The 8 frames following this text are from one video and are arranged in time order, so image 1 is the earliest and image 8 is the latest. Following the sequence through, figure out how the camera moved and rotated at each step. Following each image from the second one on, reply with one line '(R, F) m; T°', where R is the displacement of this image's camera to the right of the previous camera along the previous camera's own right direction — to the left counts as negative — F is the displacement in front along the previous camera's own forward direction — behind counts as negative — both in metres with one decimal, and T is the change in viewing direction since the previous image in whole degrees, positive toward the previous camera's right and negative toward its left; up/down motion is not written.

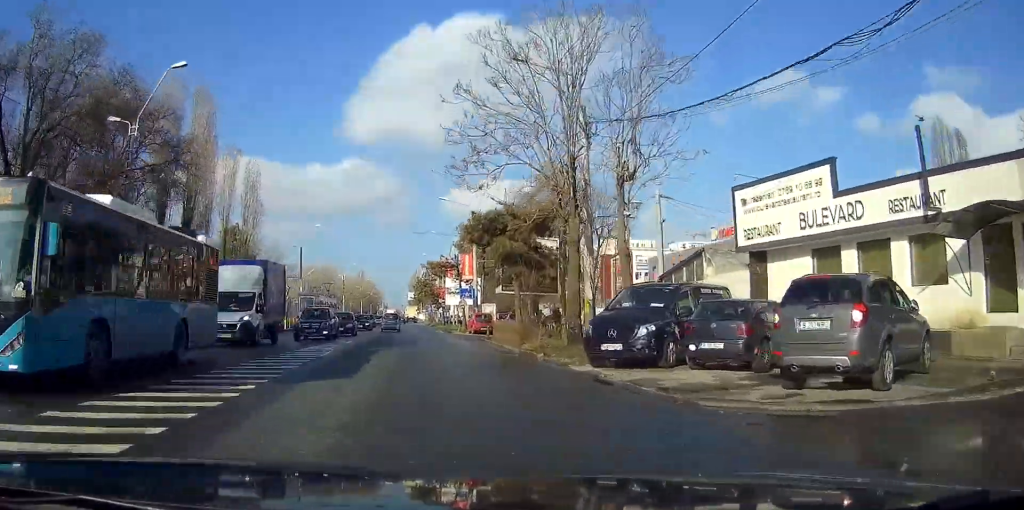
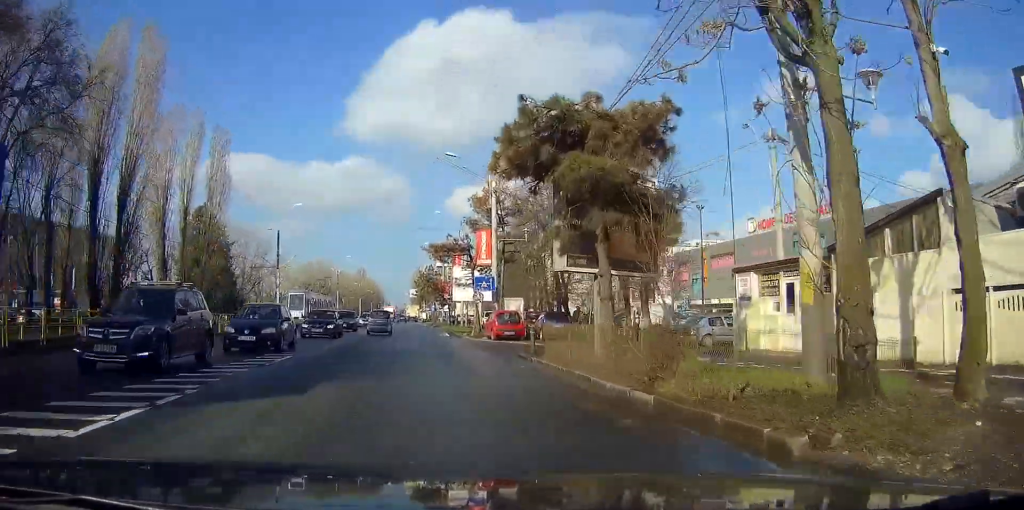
(+0.1, +14.3) m; +1°
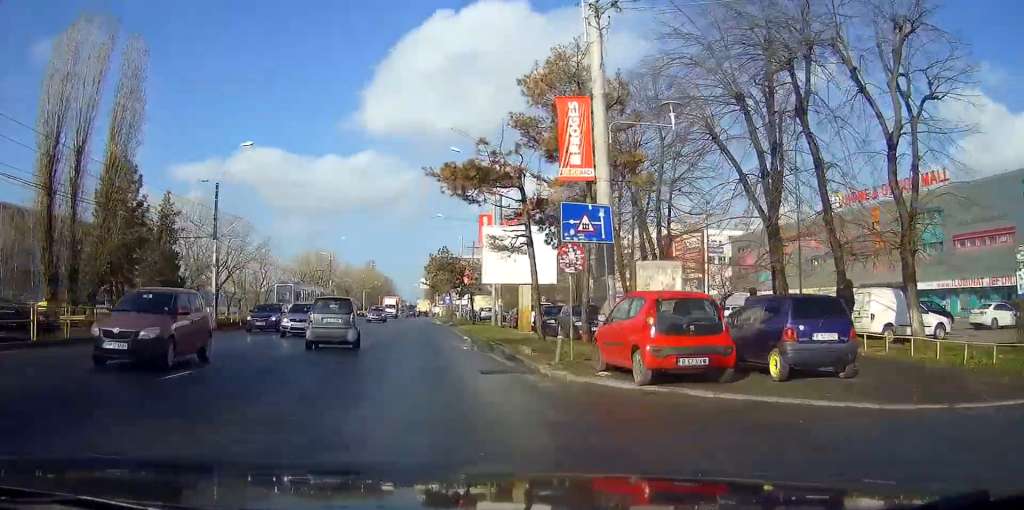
(0.0, +23.9) m; -1°
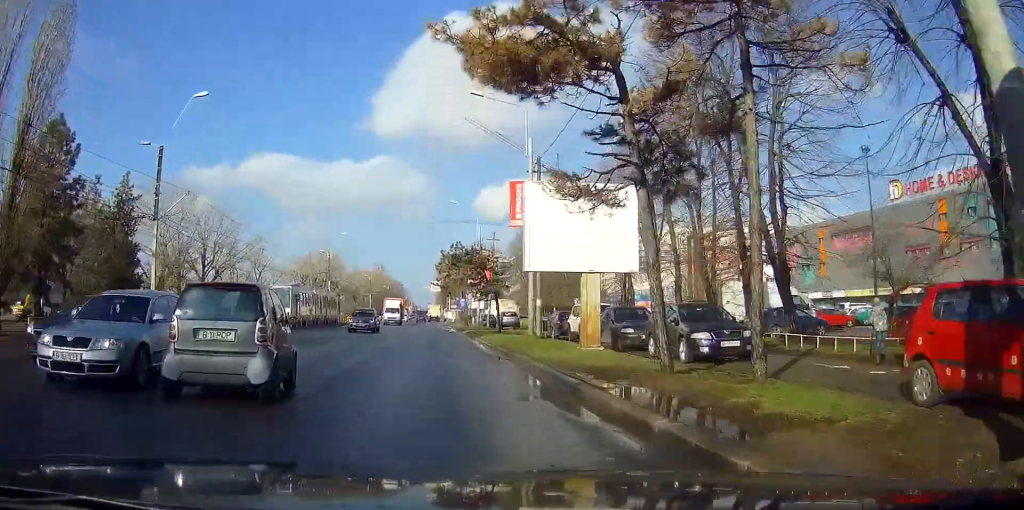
(-0.1, +12.5) m; -1°
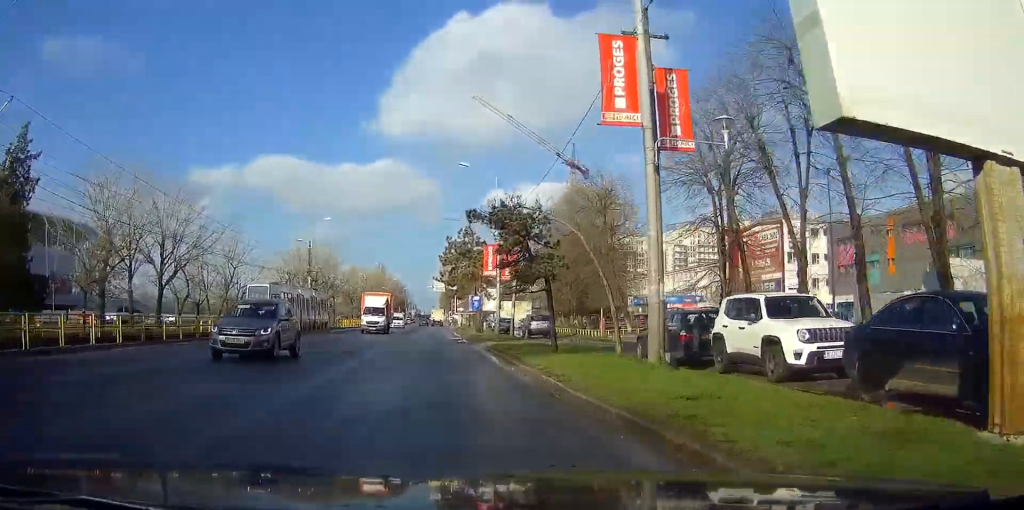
(0.0, +17.0) m; -1°
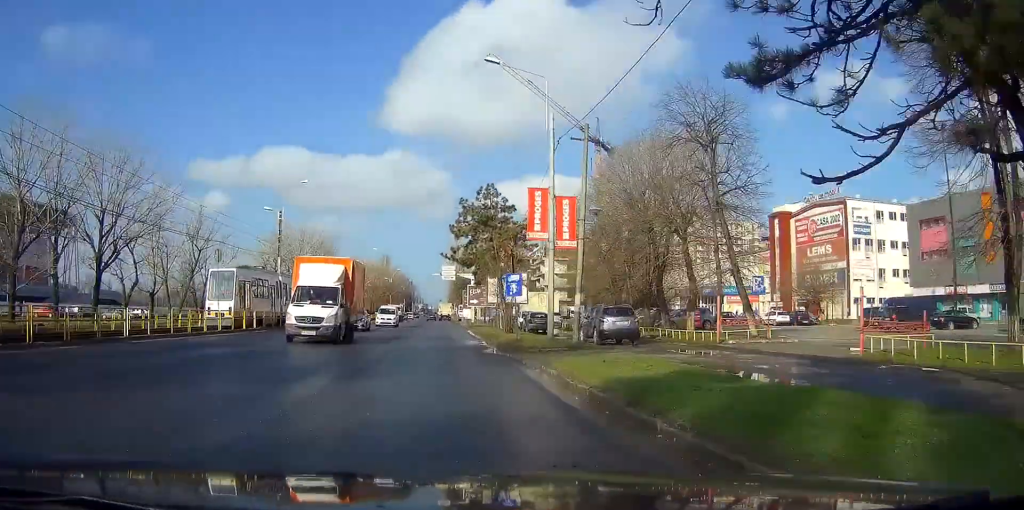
(-0.1, +18.1) m; -1°
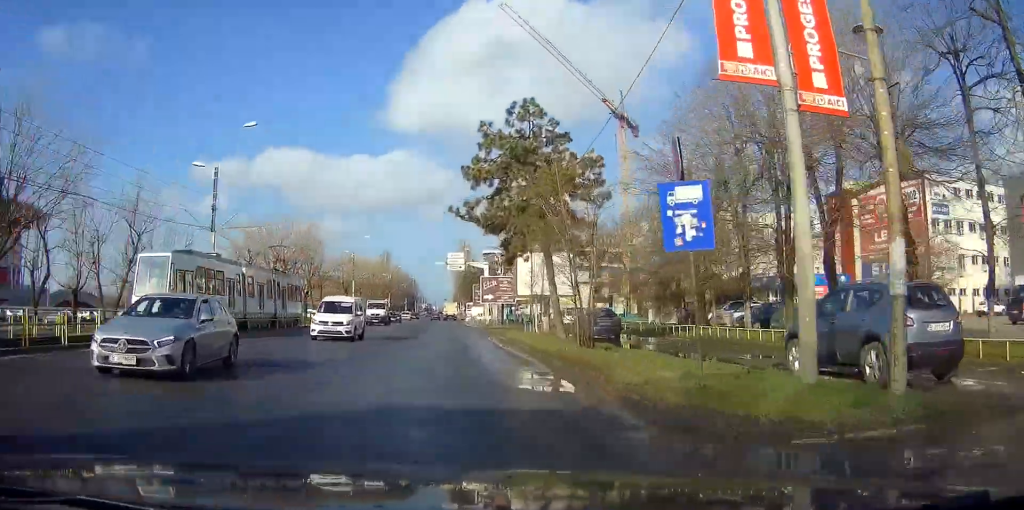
(-0.2, +18.5) m; -1°
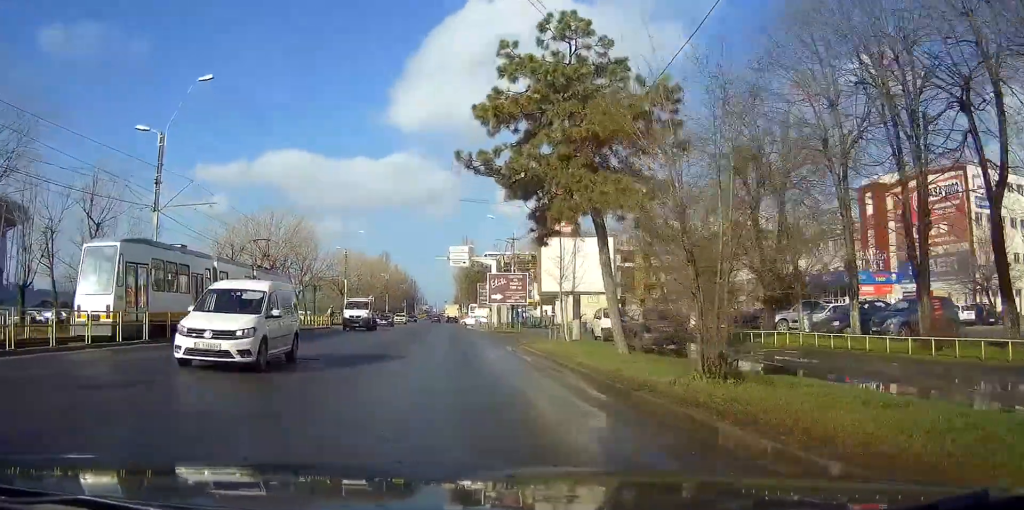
(0.0, +8.8) m; 0°
